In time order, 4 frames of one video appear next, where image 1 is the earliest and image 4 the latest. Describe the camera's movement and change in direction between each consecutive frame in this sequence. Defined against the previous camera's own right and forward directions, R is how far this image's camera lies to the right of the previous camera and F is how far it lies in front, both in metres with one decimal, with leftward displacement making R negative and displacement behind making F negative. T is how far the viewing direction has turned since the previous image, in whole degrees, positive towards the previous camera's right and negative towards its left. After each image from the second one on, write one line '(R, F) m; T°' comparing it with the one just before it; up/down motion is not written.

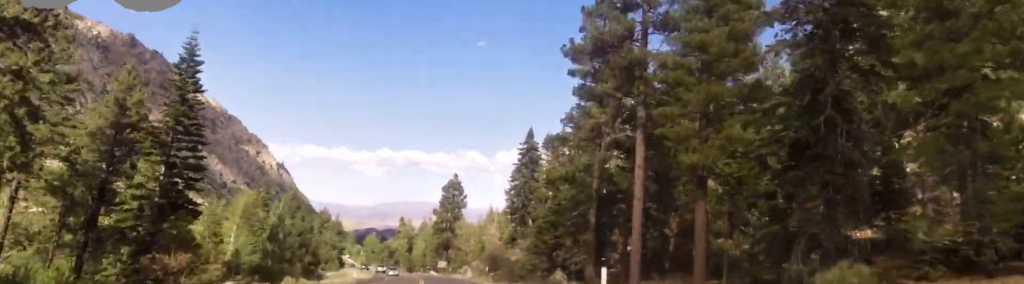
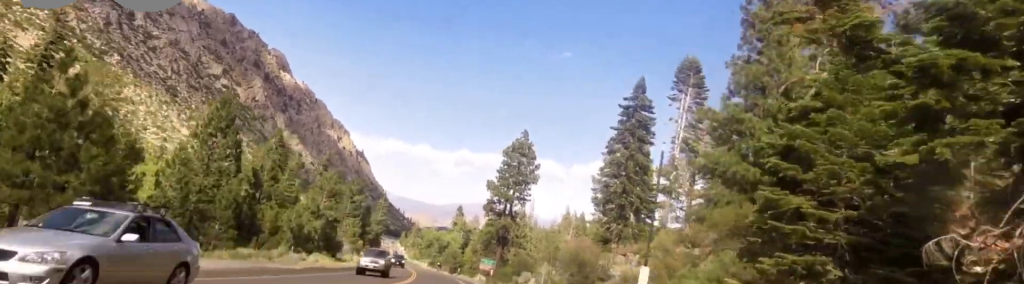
(-1.4, +47.1) m; -9°
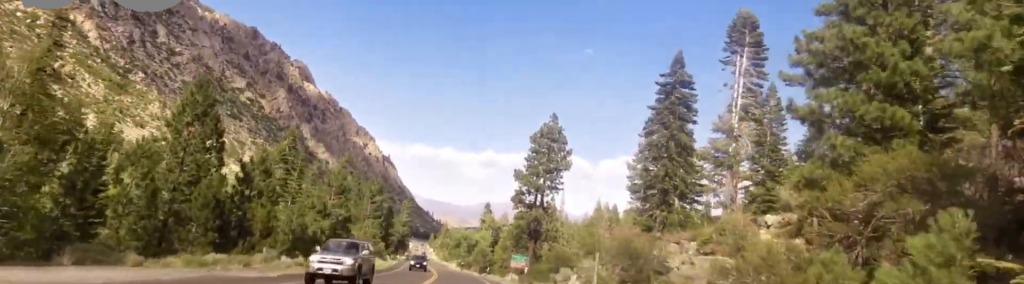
(-0.8, +9.0) m; -1°
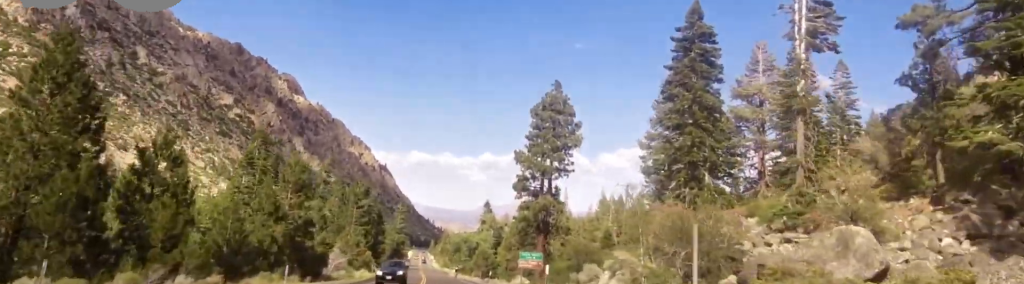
(+0.4, +13.5) m; 0°
